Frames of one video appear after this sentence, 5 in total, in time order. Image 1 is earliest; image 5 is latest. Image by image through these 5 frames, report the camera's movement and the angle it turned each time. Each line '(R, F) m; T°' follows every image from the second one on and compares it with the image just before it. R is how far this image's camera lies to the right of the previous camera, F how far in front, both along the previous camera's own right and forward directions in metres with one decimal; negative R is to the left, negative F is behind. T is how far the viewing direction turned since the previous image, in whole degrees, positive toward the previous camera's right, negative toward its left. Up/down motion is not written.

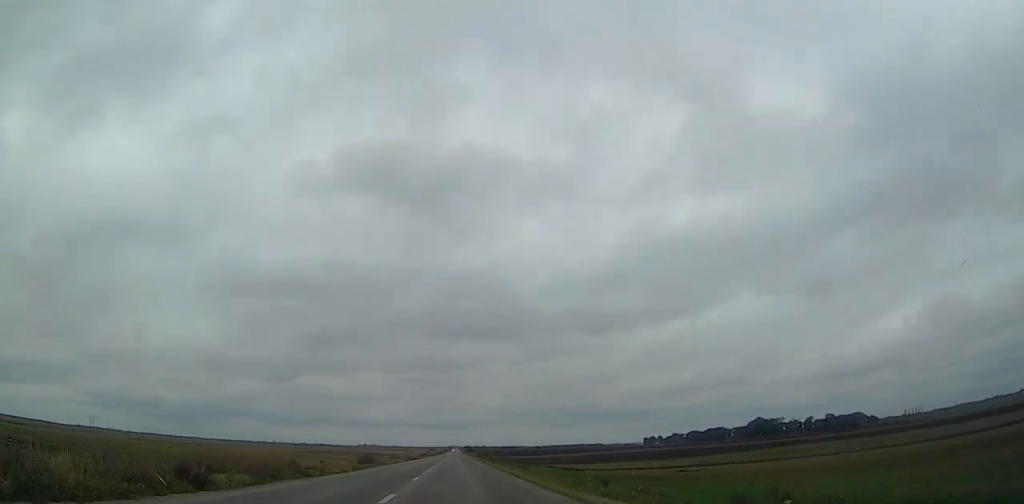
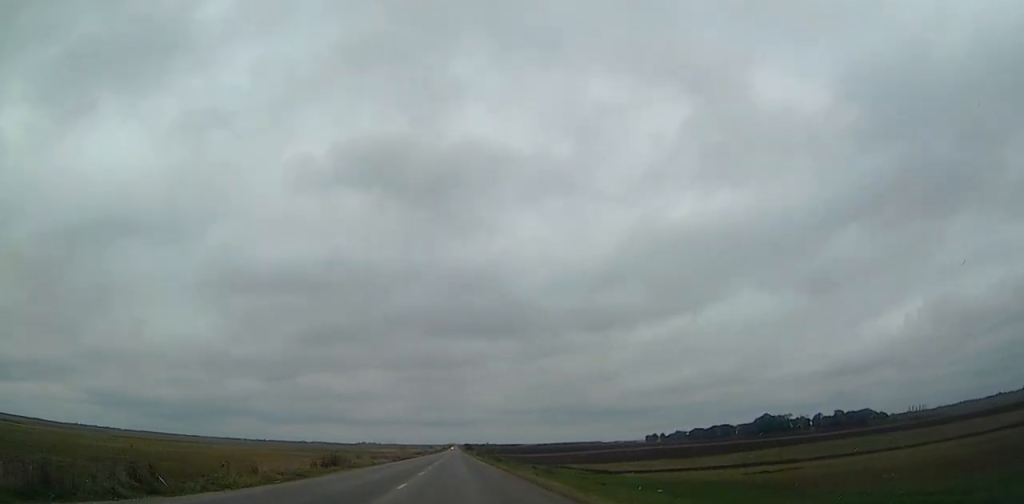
(0.0, +17.4) m; 0°
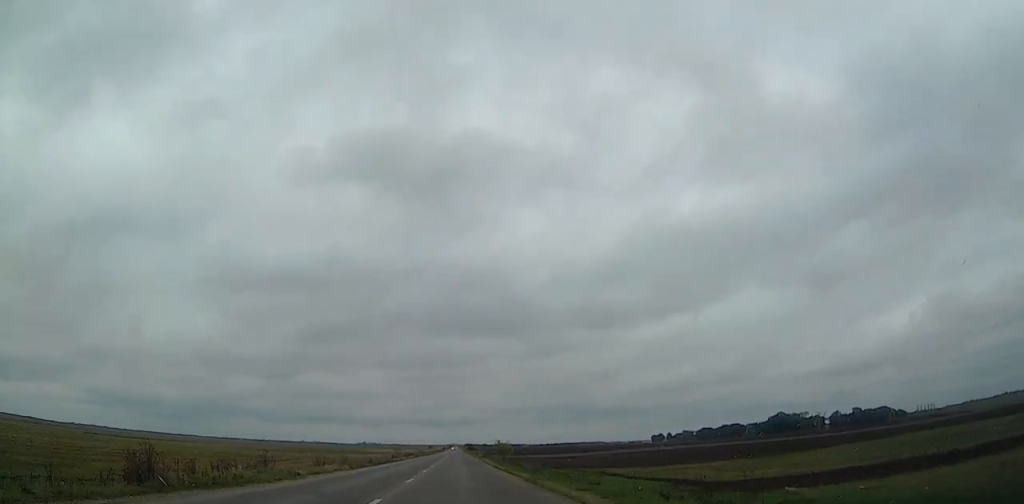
(0.0, +29.9) m; 0°
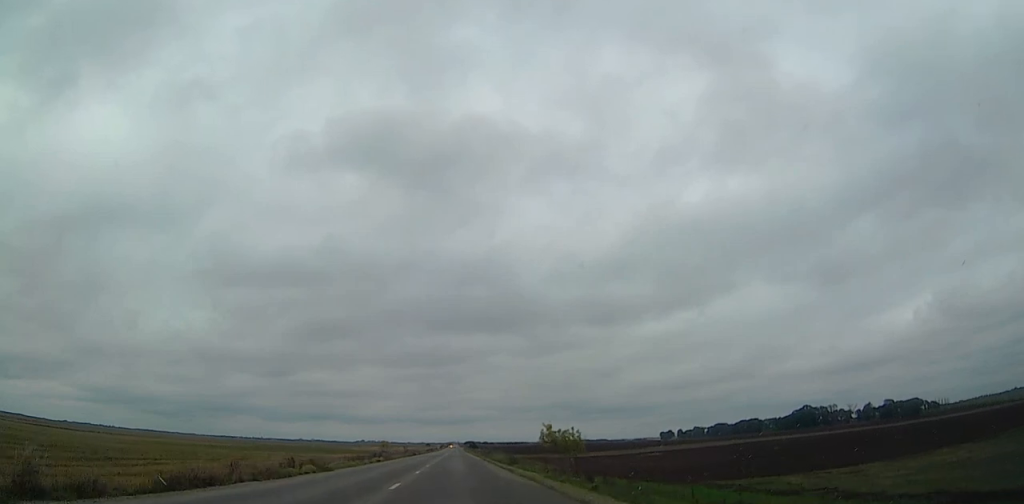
(-0.2, +50.7) m; 0°
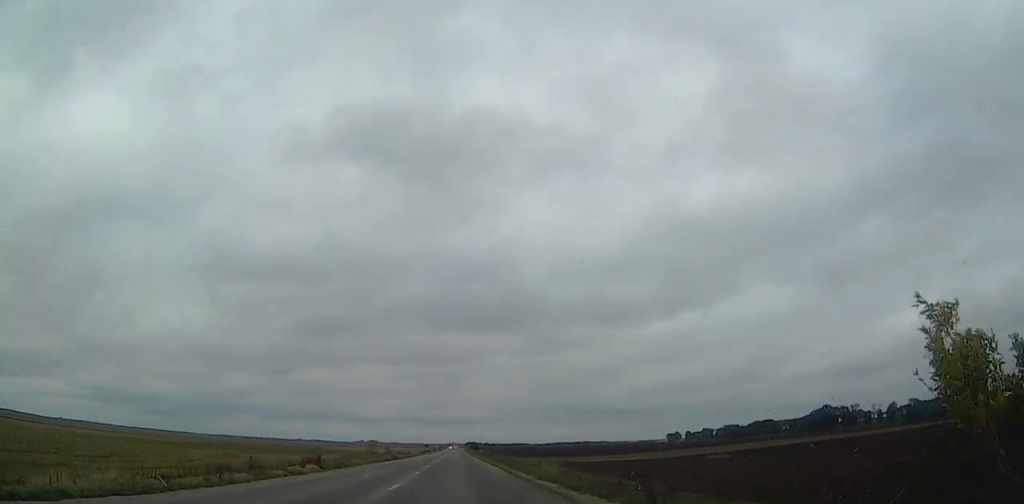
(+0.1, +34.2) m; 0°
